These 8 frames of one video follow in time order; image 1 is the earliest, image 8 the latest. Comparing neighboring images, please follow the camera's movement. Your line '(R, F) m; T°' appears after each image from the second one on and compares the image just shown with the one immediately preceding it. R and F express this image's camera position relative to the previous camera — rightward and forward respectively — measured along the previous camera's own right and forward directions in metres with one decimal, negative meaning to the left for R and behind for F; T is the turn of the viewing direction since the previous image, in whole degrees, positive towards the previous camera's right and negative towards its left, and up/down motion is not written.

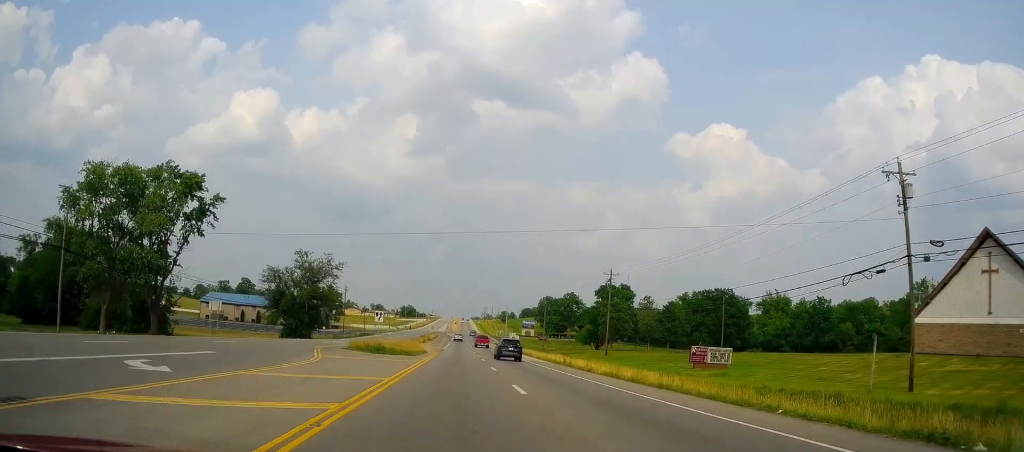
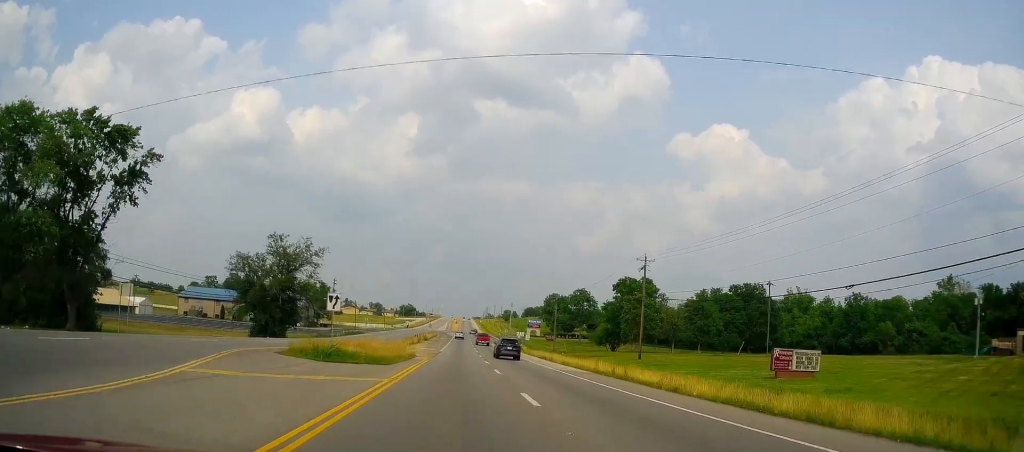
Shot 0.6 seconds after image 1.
(+0.2, +15.2) m; 0°
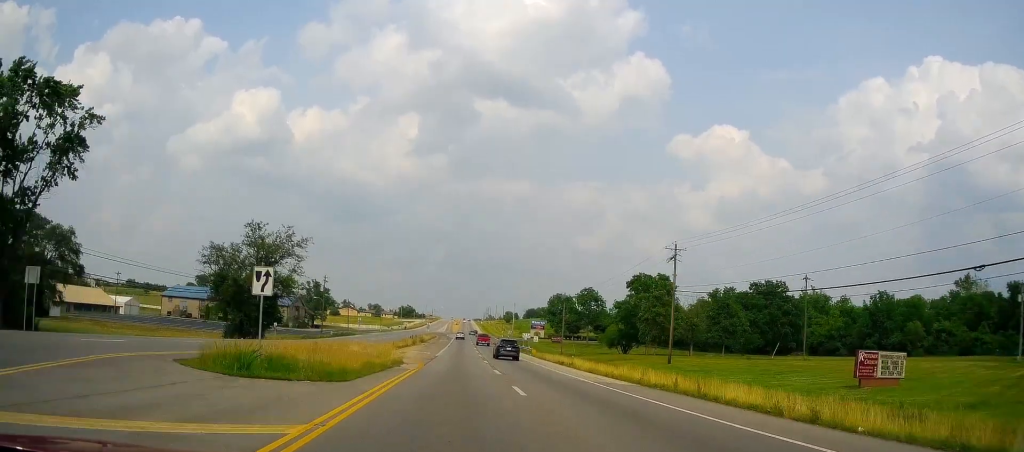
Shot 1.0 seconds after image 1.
(-0.1, +9.8) m; 0°
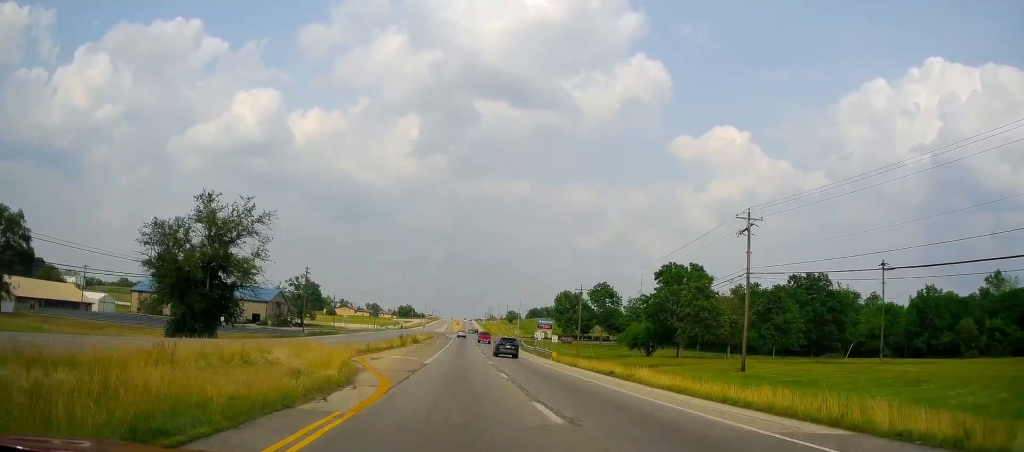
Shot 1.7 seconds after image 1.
(-0.2, +15.5) m; -1°
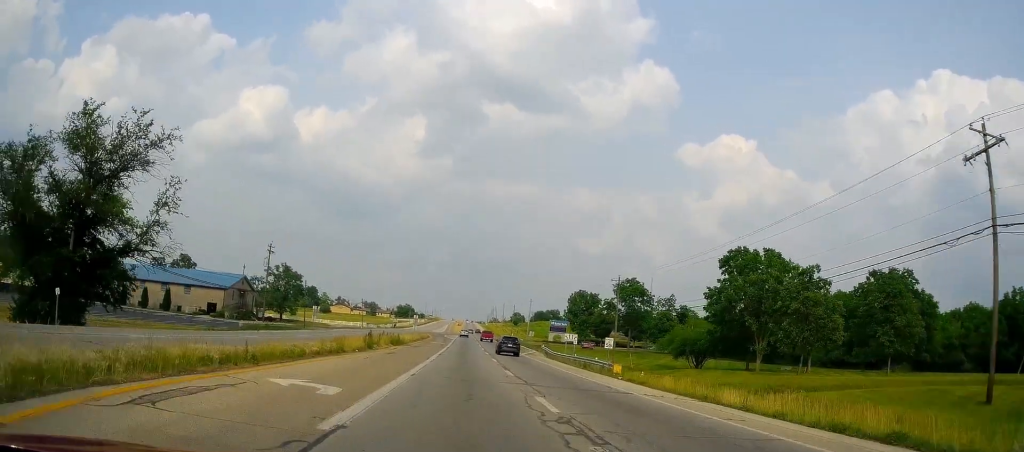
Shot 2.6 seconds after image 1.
(0.0, +23.4) m; 0°
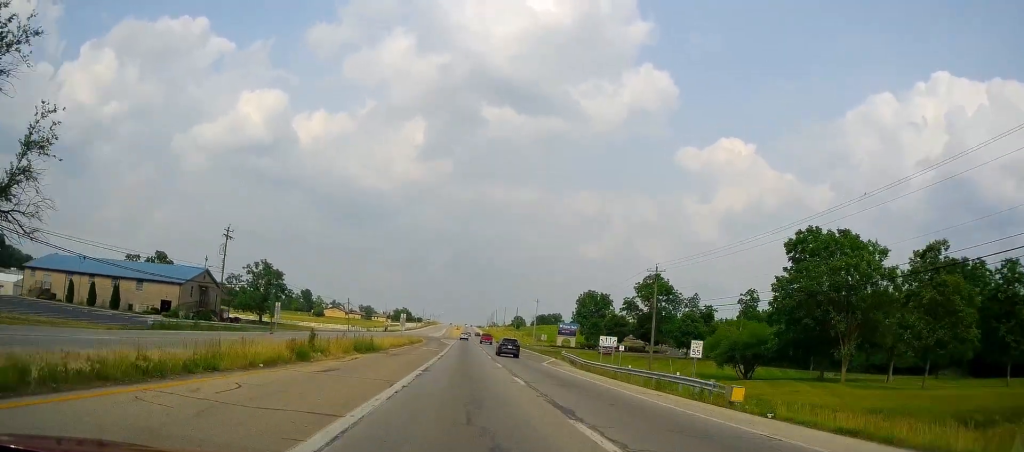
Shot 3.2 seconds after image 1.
(+0.1, +16.3) m; 0°
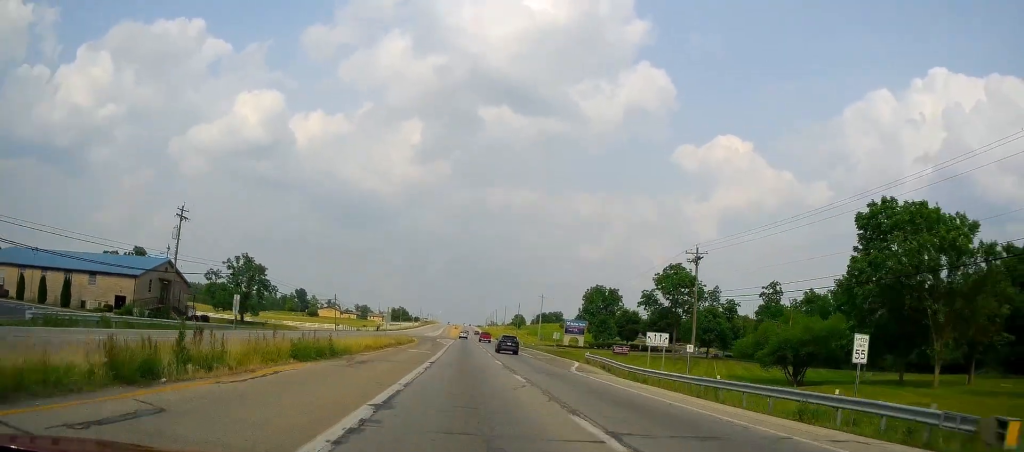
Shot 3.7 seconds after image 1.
(0.0, +12.0) m; 0°
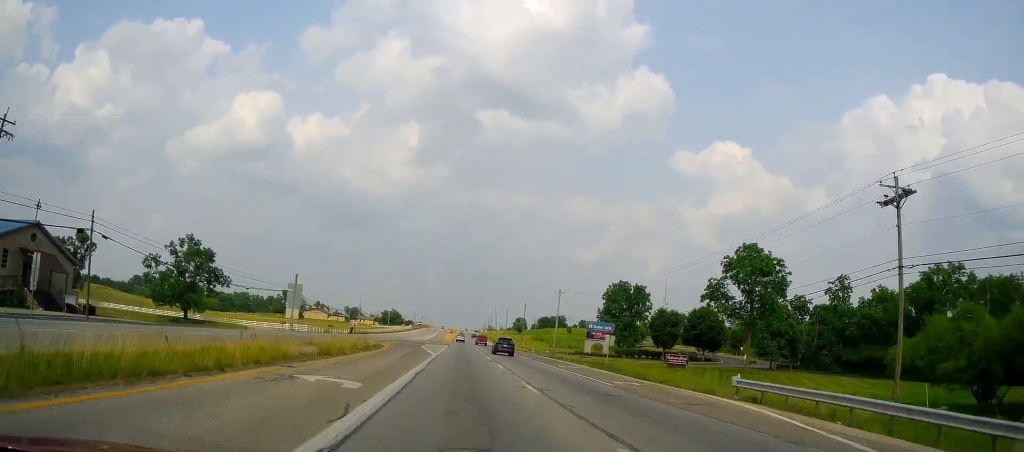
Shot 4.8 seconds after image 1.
(+0.1, +28.3) m; 0°
